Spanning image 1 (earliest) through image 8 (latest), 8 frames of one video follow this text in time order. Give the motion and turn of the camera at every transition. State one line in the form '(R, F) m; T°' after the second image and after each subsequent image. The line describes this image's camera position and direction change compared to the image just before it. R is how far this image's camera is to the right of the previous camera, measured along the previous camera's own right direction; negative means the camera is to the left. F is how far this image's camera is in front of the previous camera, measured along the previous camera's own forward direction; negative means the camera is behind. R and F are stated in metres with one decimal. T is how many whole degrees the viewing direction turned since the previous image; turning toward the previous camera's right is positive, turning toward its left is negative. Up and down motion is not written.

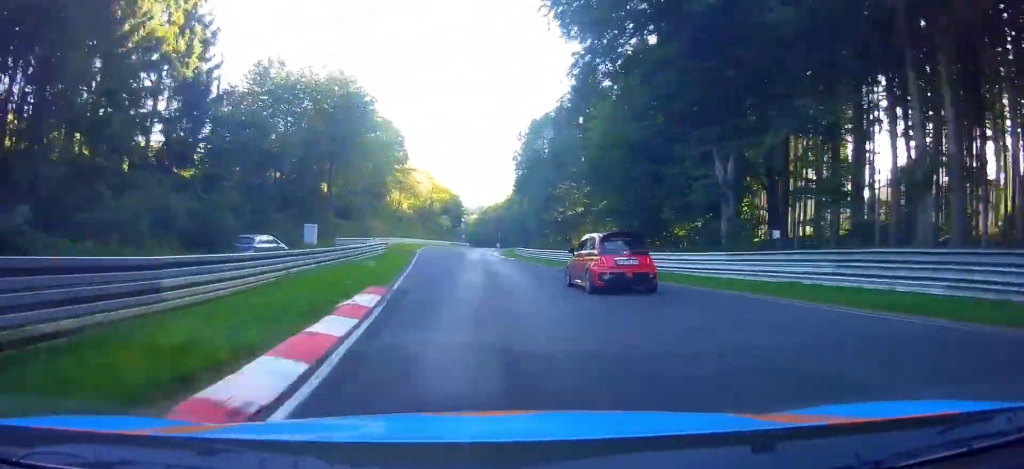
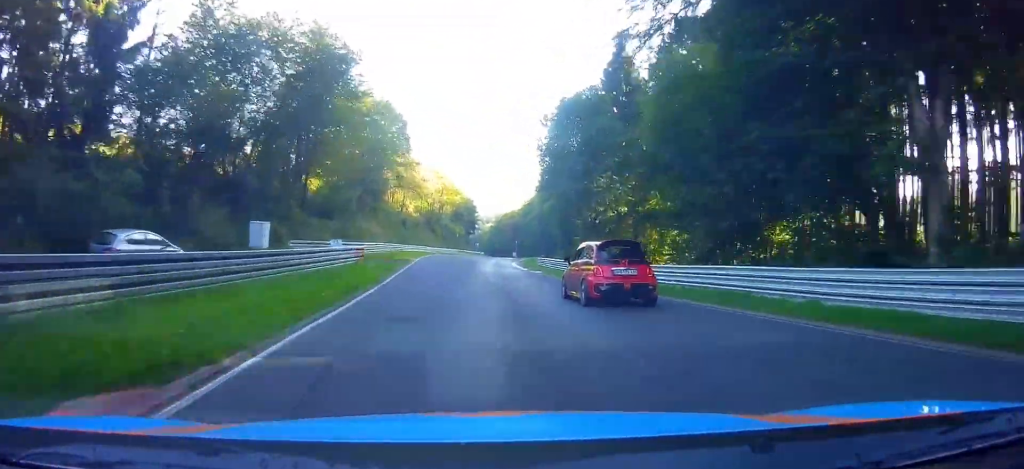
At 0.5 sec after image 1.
(0.0, +9.8) m; -2°
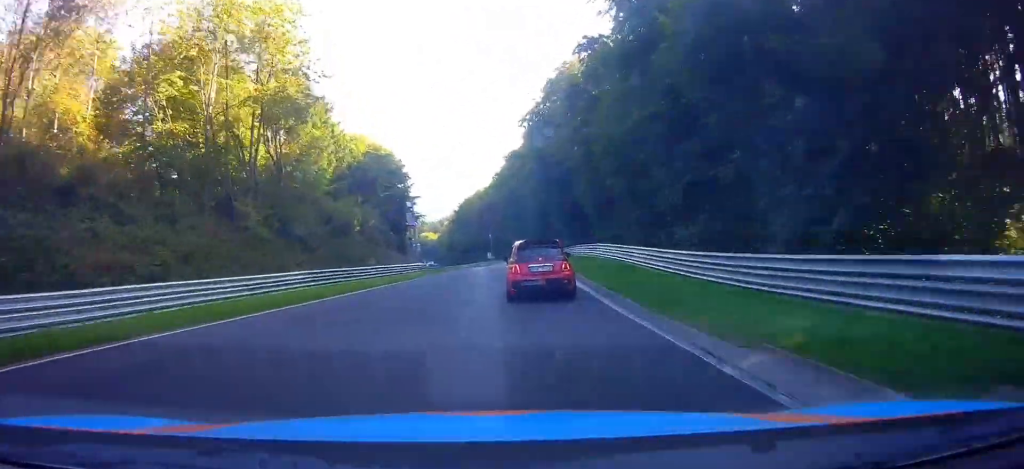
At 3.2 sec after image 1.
(-7.8, +64.7) m; -11°
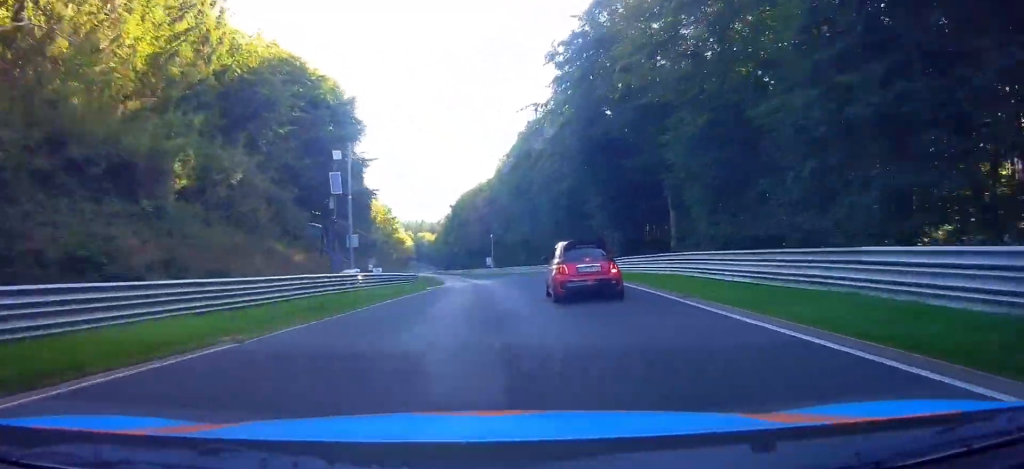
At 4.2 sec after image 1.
(+0.1, +27.5) m; +1°
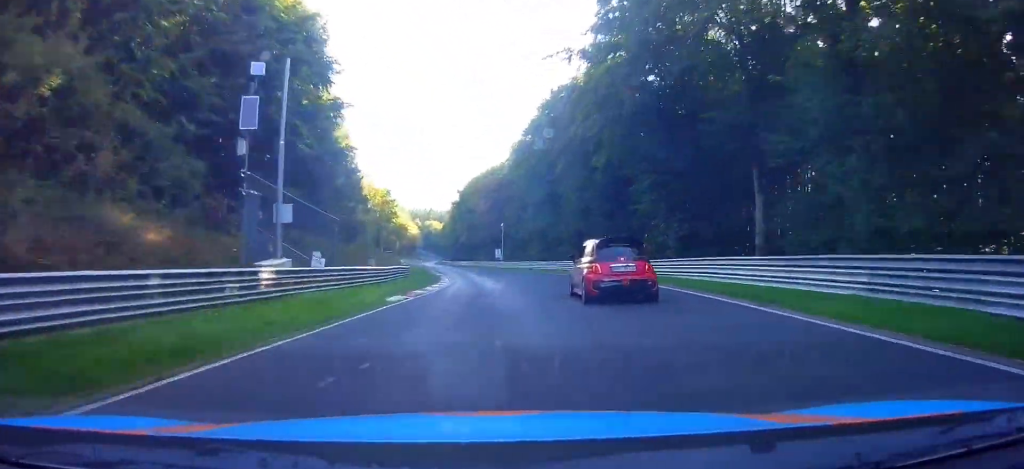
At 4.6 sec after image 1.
(+0.1, +11.9) m; +1°
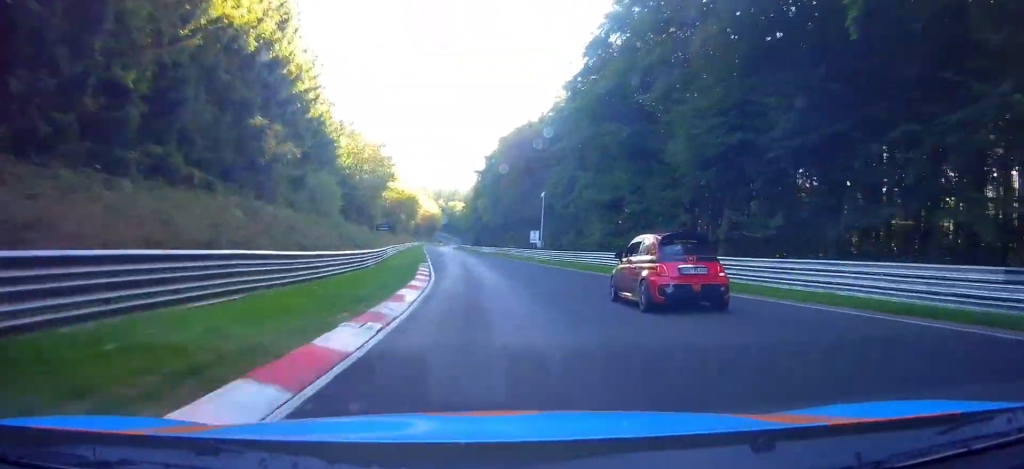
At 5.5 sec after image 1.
(+0.3, +27.5) m; +1°
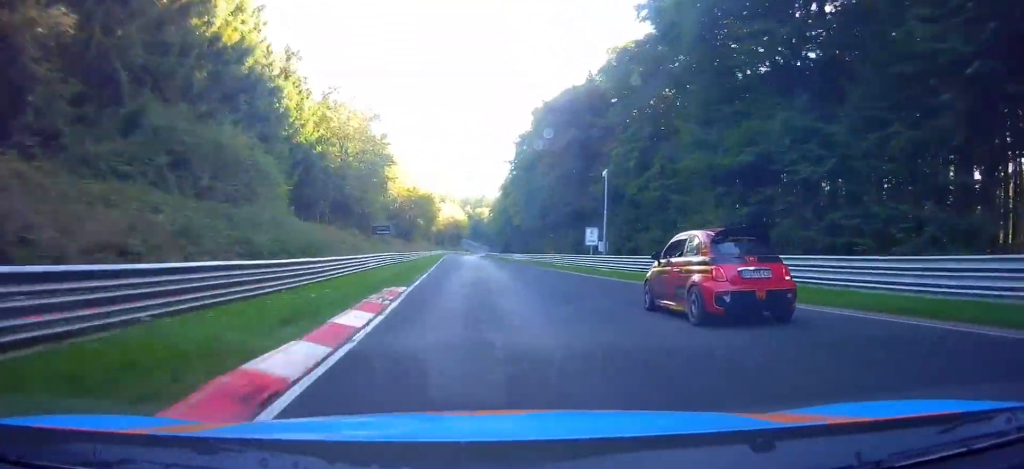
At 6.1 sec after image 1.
(+0.2, +18.9) m; 0°
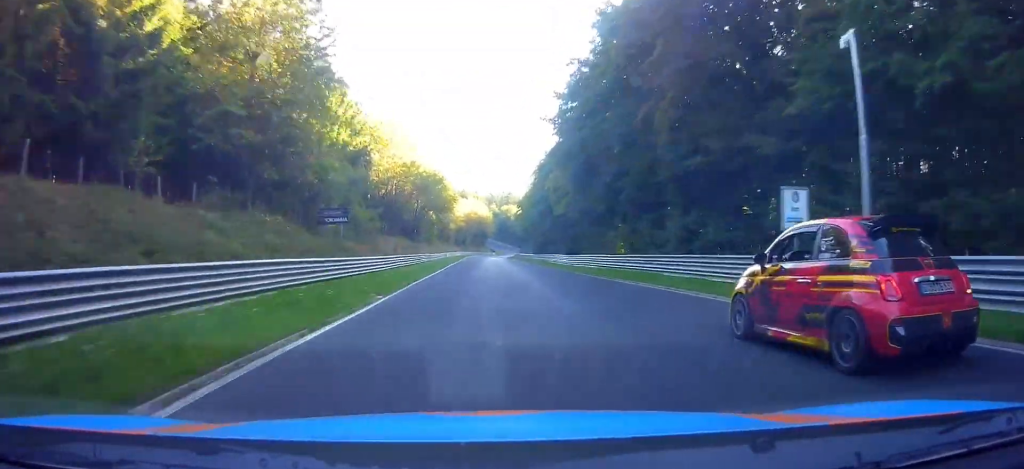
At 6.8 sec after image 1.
(-0.3, +25.4) m; -1°
